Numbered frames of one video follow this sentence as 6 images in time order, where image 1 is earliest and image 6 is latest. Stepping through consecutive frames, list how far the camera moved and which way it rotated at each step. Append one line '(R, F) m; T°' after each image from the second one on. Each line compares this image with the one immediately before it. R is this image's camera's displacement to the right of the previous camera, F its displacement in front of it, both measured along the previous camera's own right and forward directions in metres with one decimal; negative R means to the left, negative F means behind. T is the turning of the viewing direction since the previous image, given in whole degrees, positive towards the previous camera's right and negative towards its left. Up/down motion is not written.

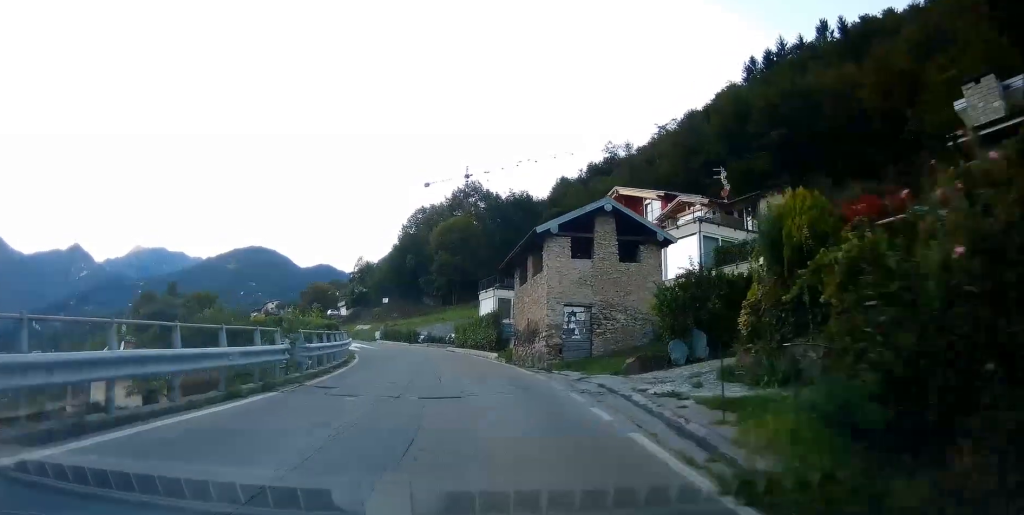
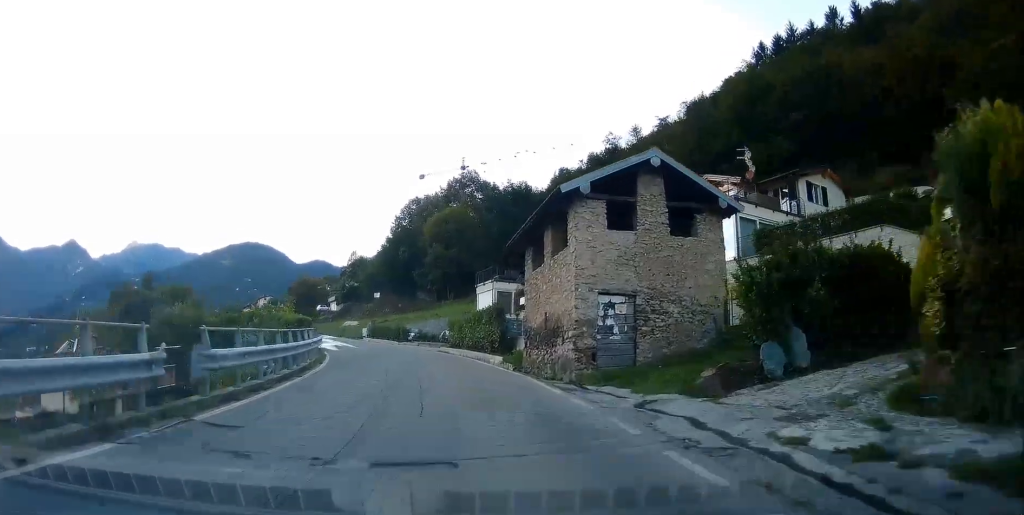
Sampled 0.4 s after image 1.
(+0.1, +6.0) m; 0°
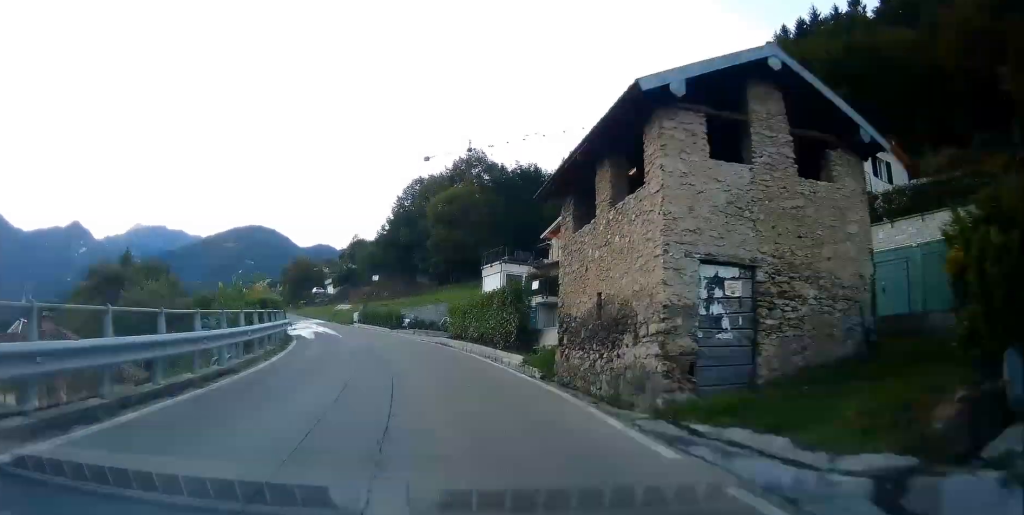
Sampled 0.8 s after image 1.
(+0.1, +6.4) m; 0°
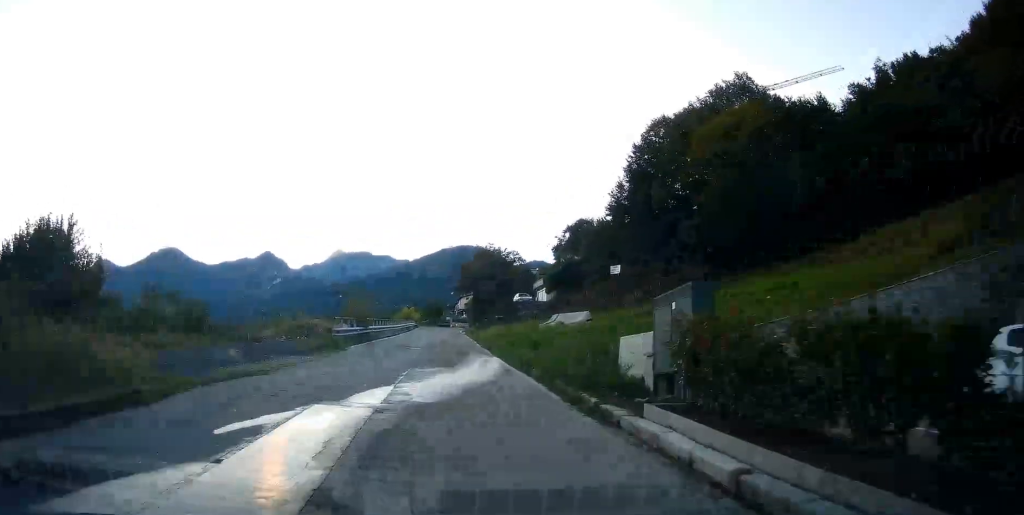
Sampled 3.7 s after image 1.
(-6.8, +41.2) m; -19°
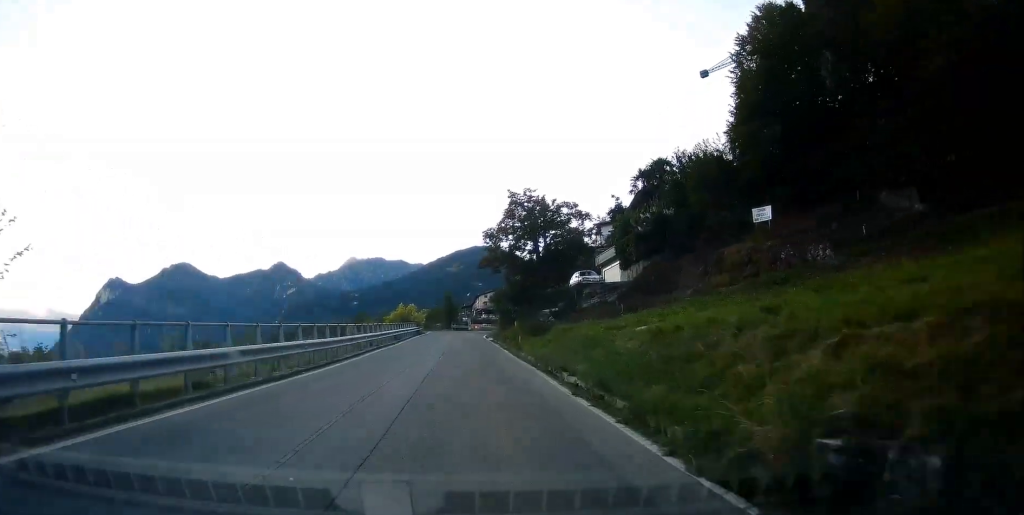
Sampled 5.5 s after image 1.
(-1.4, +28.7) m; -4°
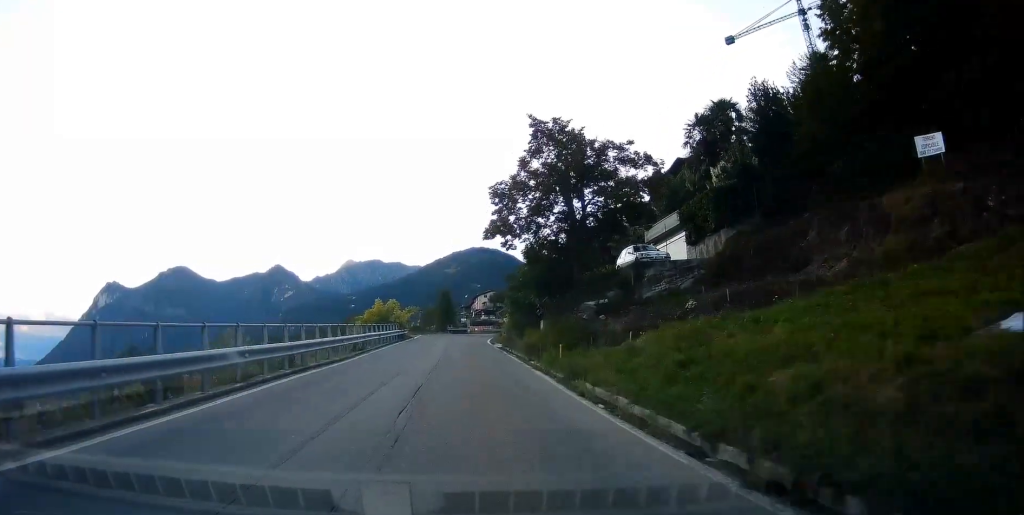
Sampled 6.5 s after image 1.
(+0.1, +14.4) m; +1°
